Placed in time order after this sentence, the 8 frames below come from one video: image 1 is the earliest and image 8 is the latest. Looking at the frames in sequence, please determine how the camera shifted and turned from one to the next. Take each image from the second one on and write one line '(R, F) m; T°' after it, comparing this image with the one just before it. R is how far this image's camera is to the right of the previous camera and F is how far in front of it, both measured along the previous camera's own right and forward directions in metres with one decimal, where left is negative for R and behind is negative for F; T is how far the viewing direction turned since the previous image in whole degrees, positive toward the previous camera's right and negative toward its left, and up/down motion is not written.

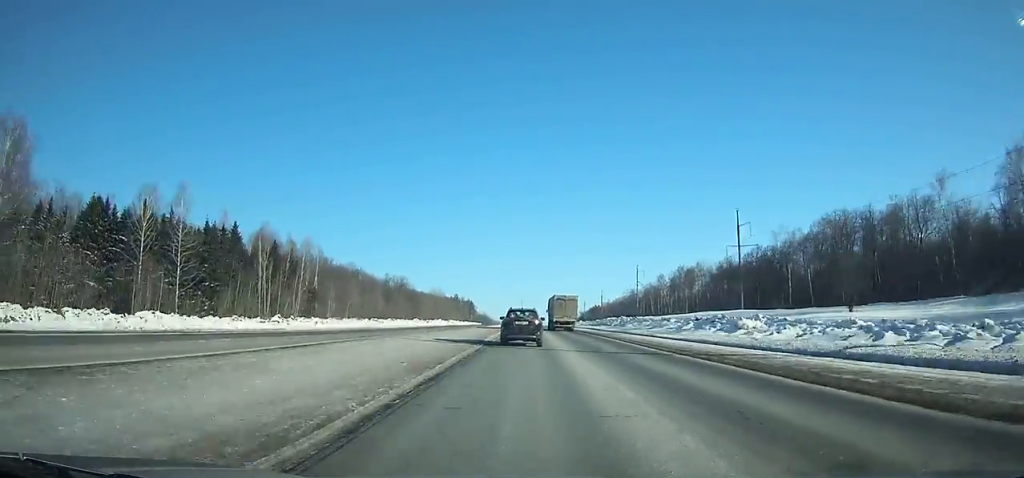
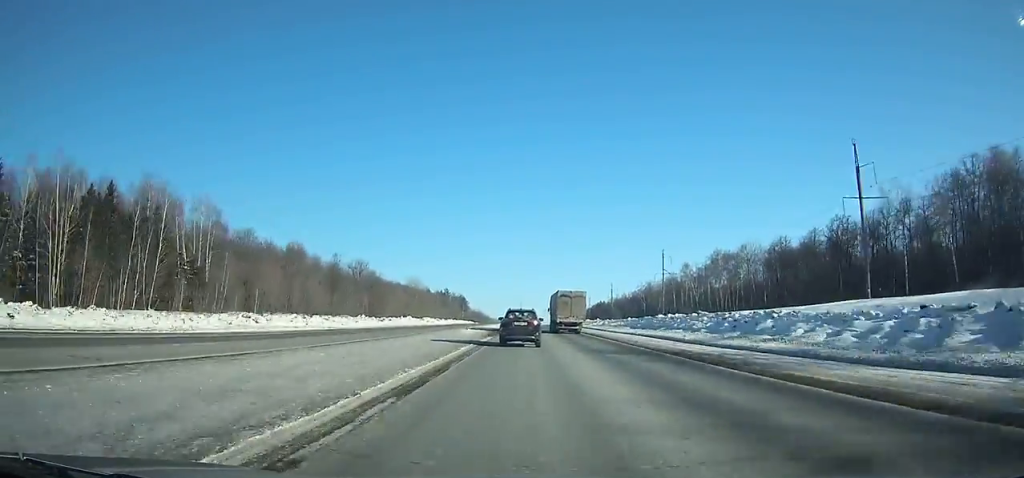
(-0.1, +50.4) m; 0°
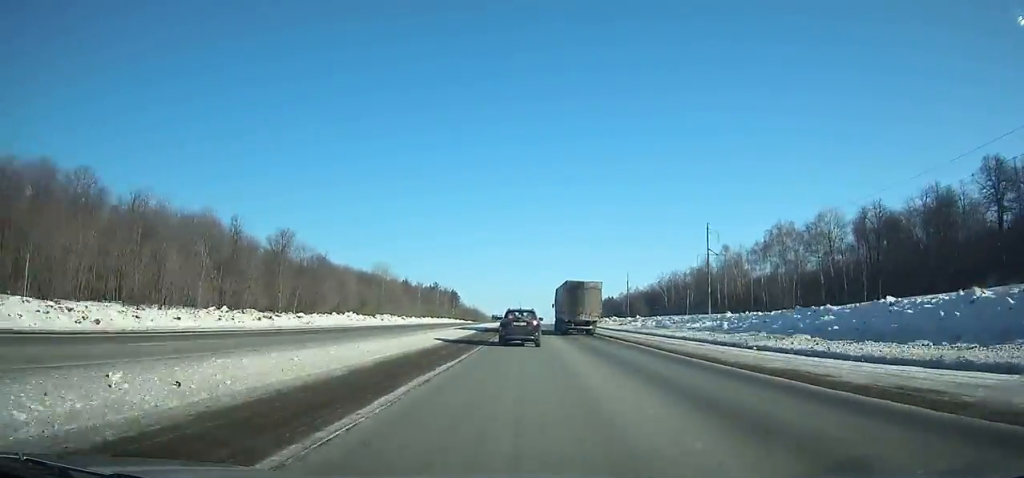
(-0.1, +49.8) m; 0°
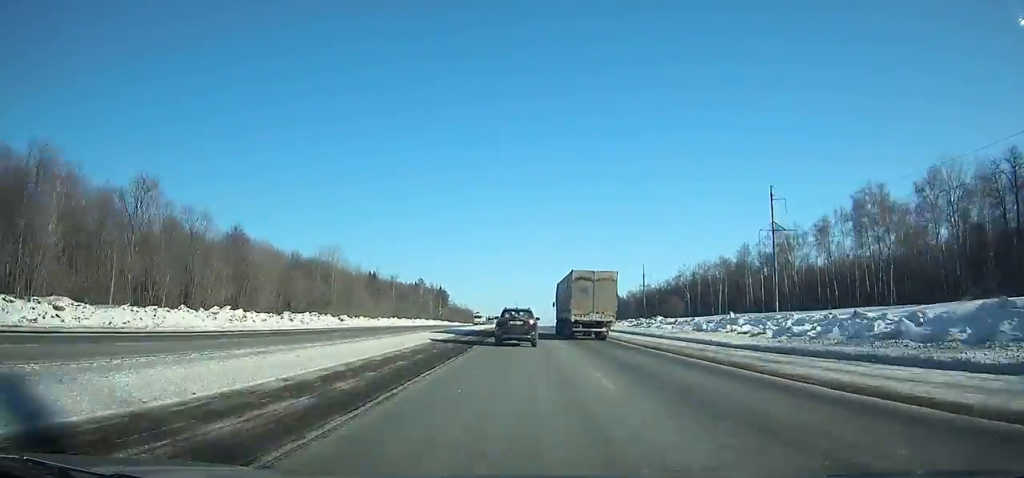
(0.0, +41.3) m; 0°
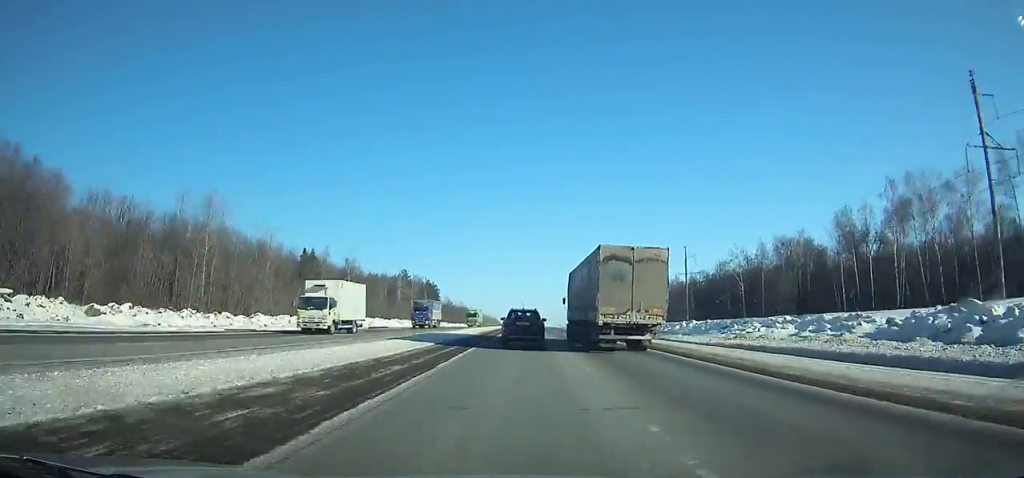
(-0.2, +51.7) m; 0°
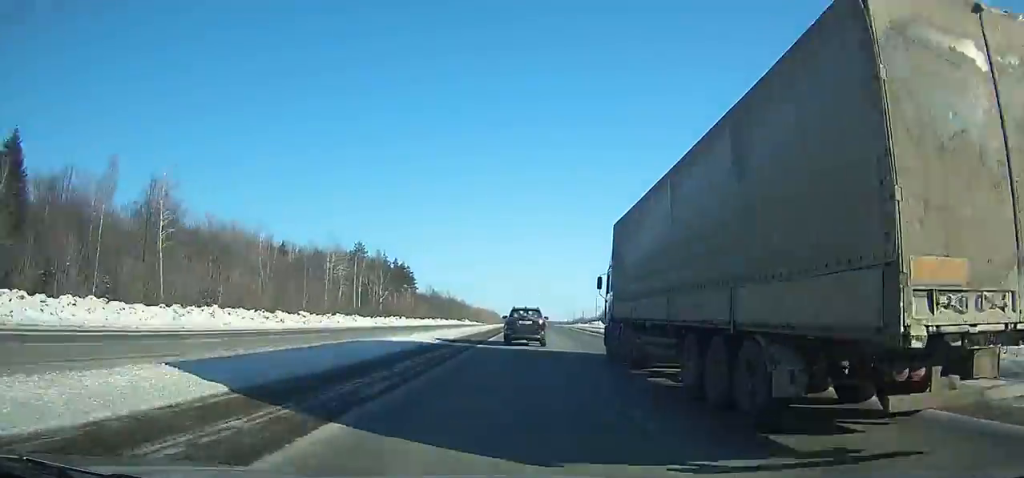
(+0.1, +79.3) m; 0°
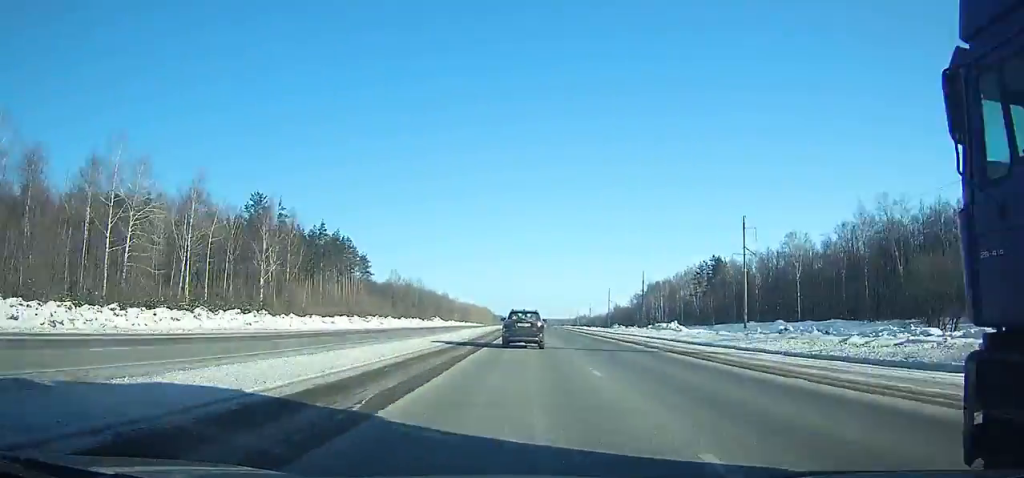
(+0.2, +76.9) m; 0°
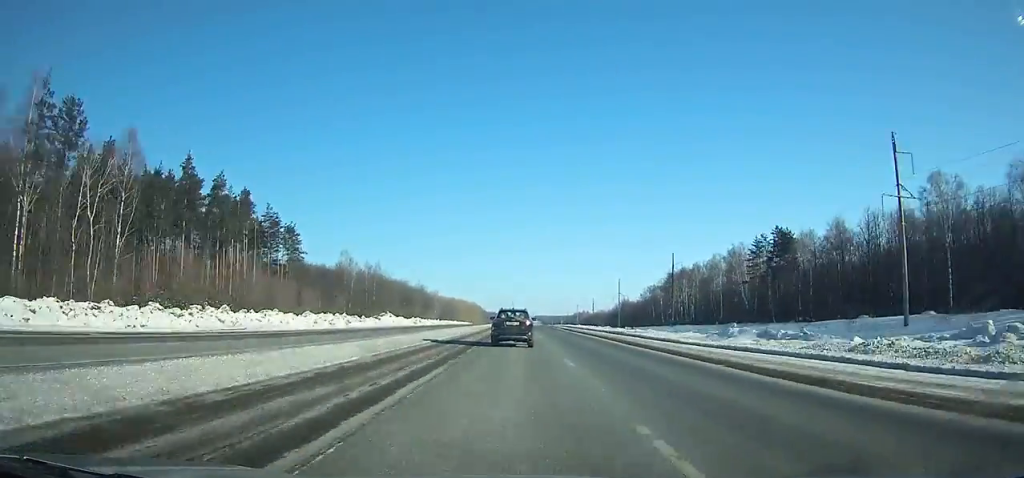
(-0.1, +59.1) m; 0°
